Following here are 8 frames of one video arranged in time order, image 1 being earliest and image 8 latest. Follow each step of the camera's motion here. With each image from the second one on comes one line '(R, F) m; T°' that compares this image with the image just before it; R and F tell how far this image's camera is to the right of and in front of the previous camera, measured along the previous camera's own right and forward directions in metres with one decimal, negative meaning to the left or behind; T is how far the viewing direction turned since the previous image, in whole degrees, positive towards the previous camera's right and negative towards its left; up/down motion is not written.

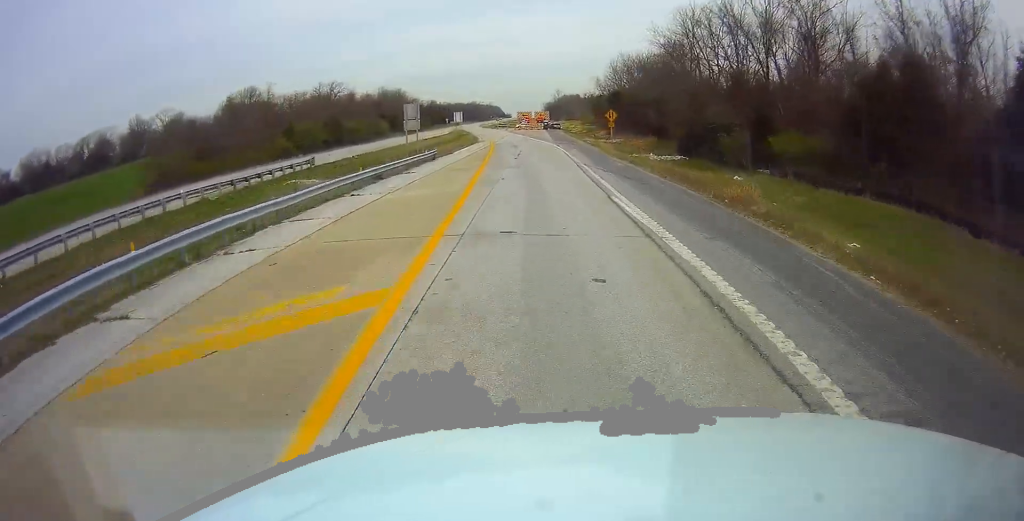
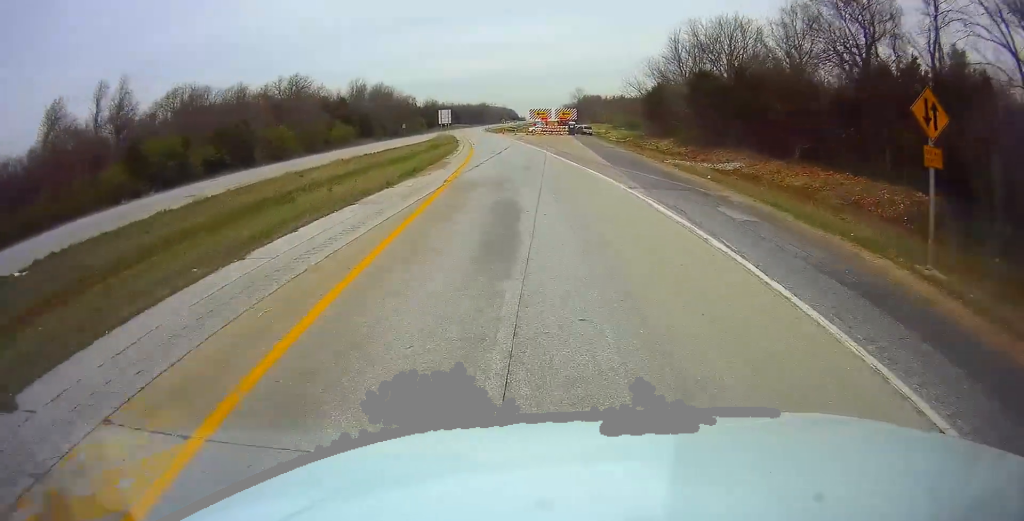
(-0.6, +45.5) m; -1°
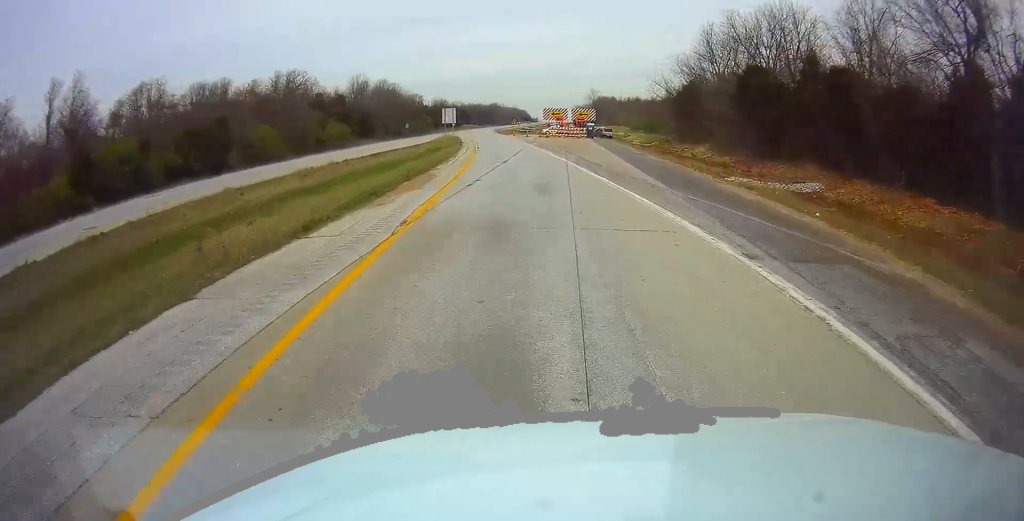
(+0.3, +10.4) m; 0°
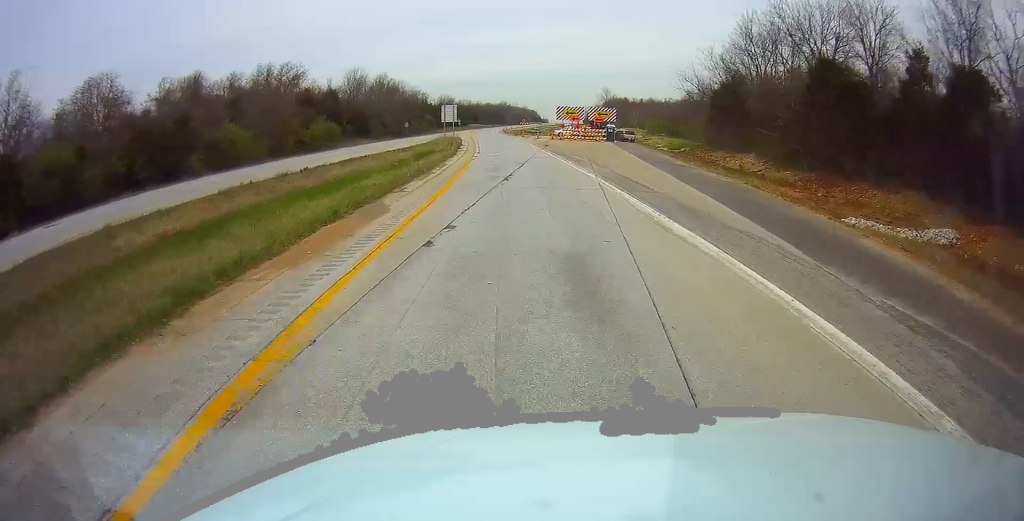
(-0.2, +11.2) m; -1°
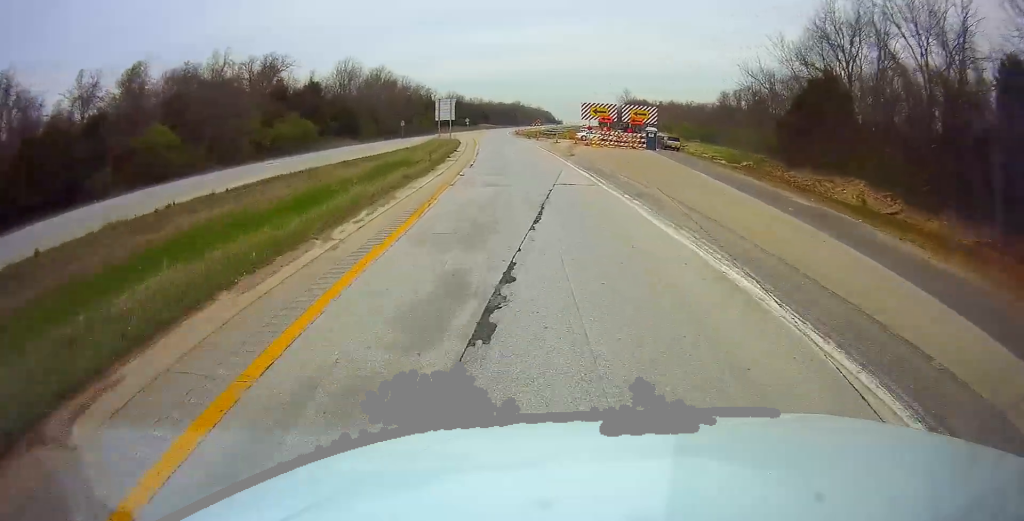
(-0.4, +17.3) m; -2°
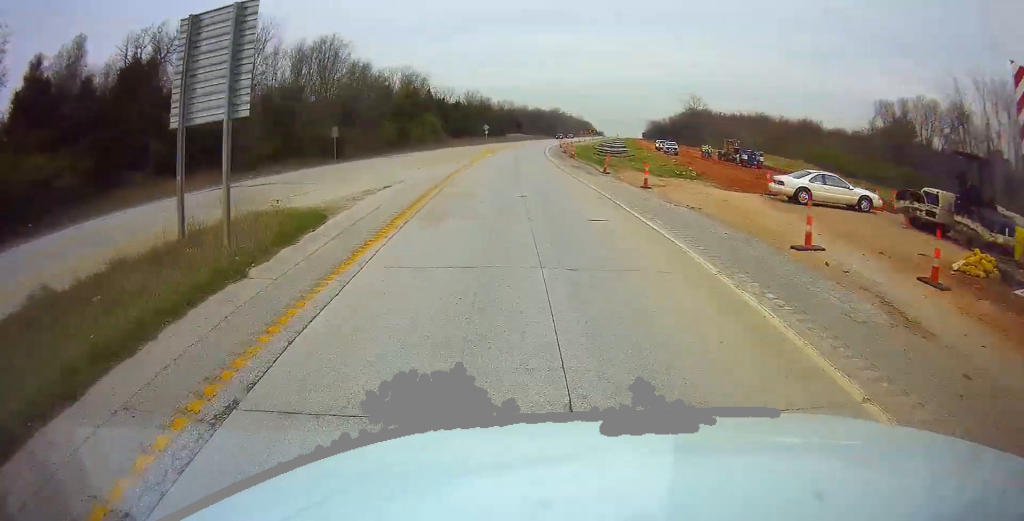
(-1.9, +54.2) m; -3°
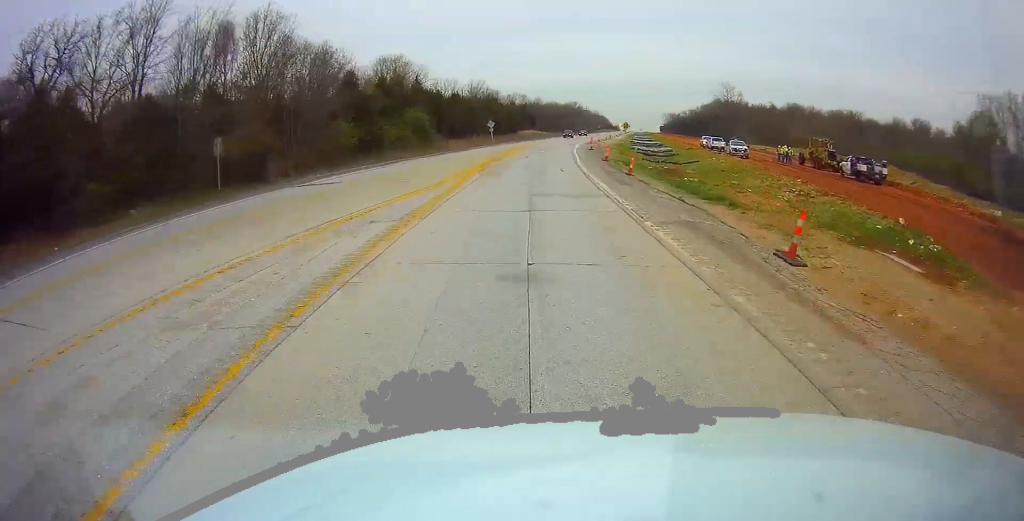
(-0.1, +23.2) m; -1°
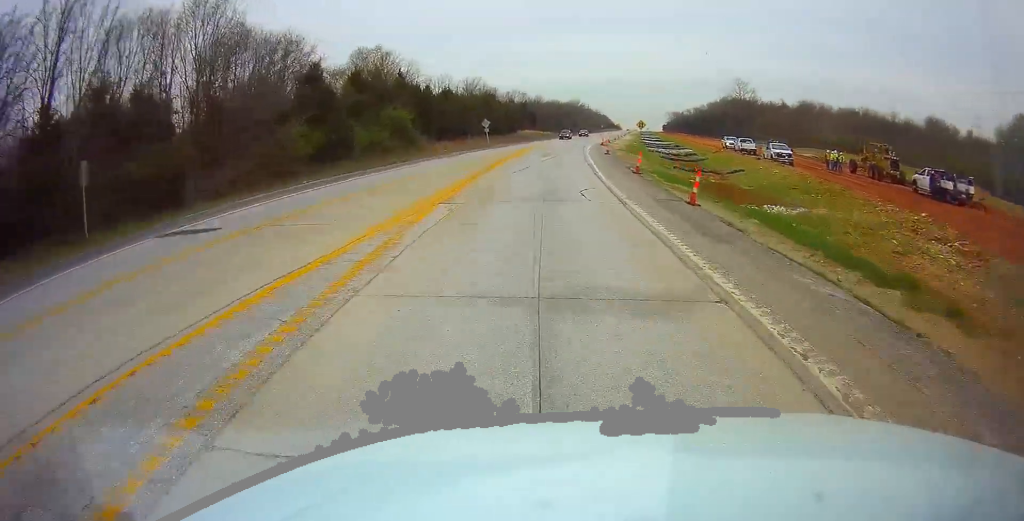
(-0.1, +11.2) m; -1°
